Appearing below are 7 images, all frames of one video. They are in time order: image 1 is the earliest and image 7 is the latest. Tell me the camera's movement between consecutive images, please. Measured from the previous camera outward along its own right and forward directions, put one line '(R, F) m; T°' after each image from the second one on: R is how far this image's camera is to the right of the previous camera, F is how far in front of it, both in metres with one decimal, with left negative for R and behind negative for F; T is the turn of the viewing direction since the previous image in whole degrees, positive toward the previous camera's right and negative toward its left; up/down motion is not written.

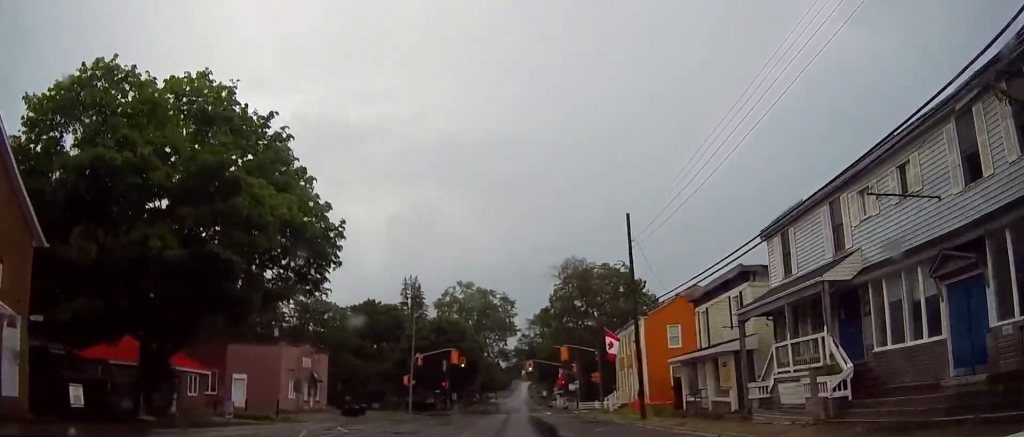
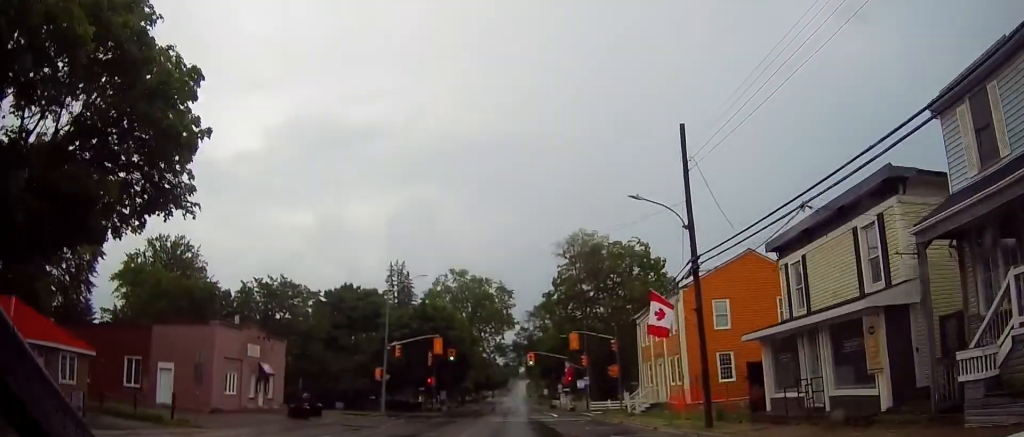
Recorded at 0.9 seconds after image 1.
(+0.2, +11.6) m; +1°
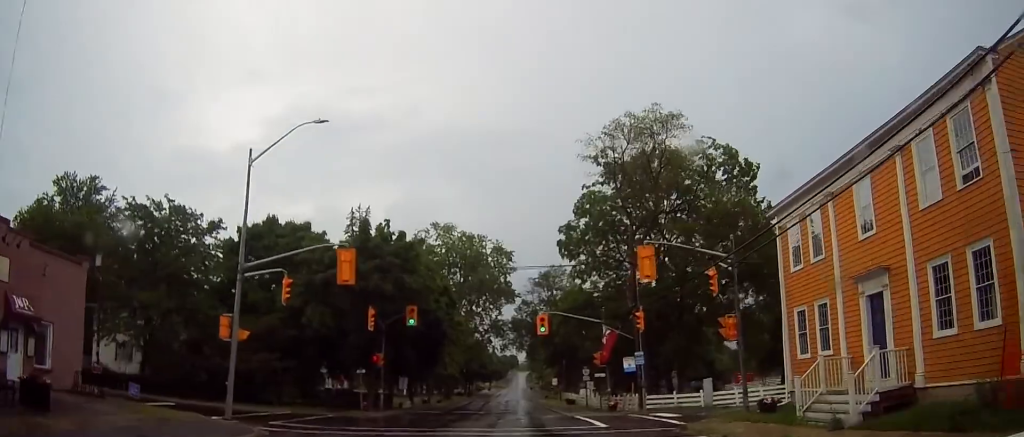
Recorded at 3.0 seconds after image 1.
(-0.4, +26.6) m; -1°
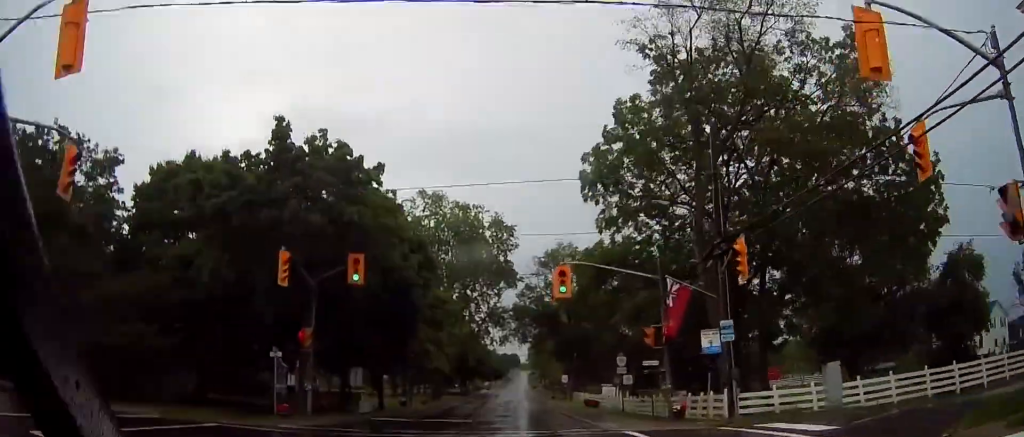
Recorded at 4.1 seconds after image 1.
(+0.2, +15.0) m; 0°
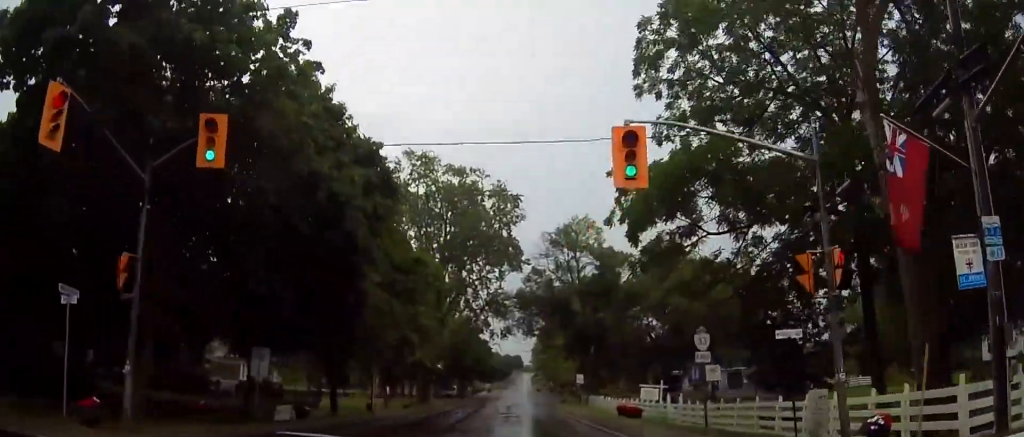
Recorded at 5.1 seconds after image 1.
(-0.1, +13.3) m; 0°
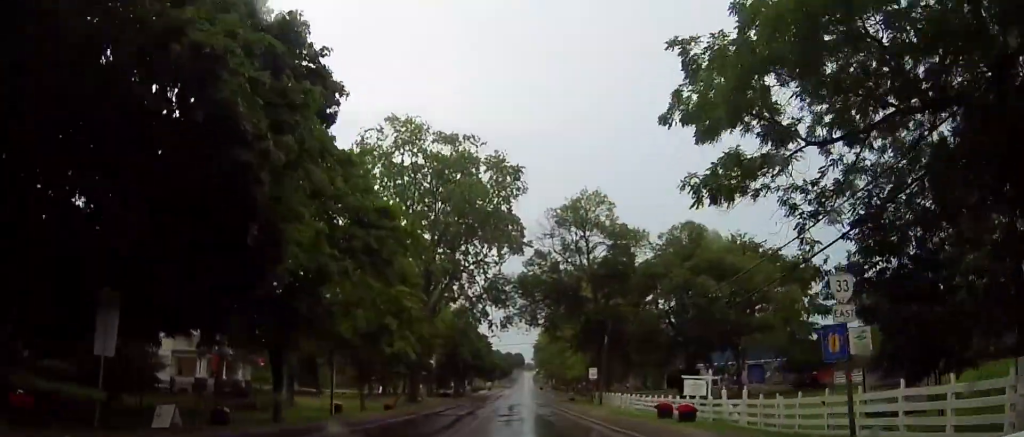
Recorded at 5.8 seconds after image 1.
(0.0, +8.5) m; 0°
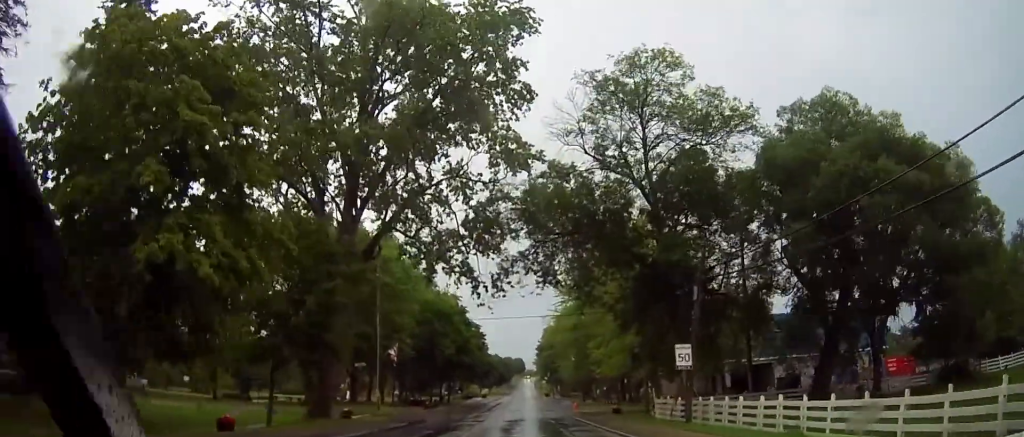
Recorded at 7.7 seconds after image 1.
(0.0, +26.8) m; 0°
